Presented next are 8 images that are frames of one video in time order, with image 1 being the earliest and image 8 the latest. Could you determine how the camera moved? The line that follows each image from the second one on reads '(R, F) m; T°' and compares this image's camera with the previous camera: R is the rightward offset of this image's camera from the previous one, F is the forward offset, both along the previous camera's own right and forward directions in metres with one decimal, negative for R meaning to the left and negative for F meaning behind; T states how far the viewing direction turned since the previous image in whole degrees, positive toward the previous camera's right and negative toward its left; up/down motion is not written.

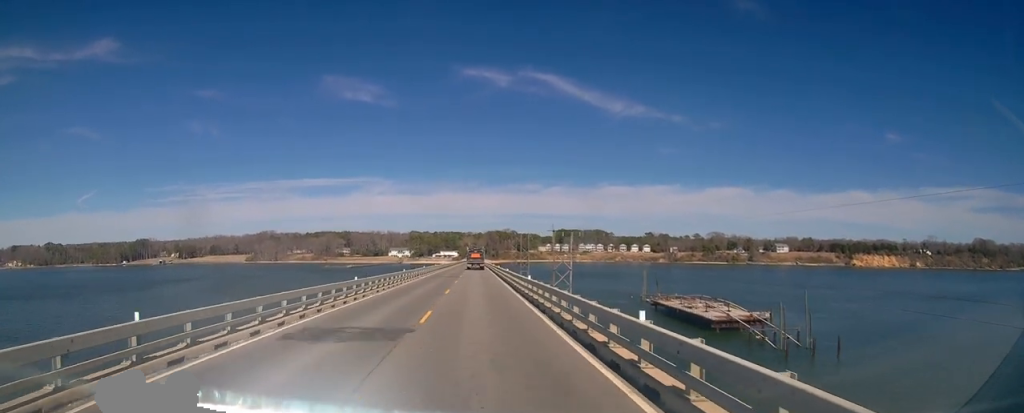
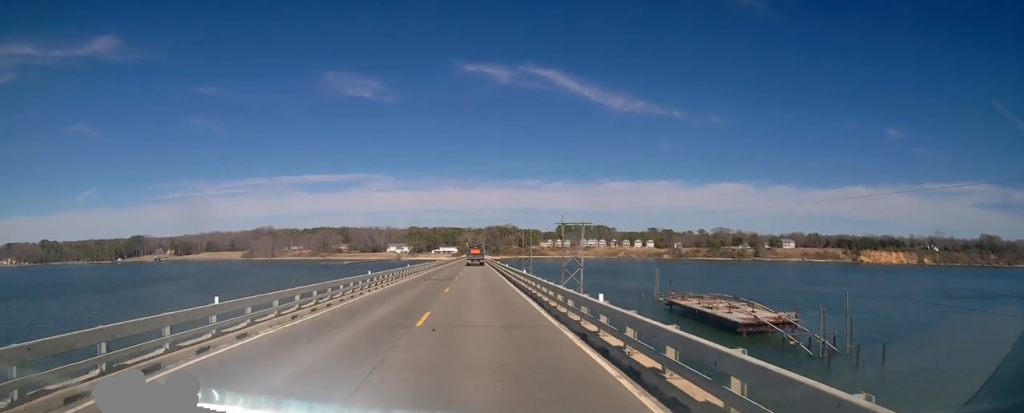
(0.0, +13.7) m; 0°
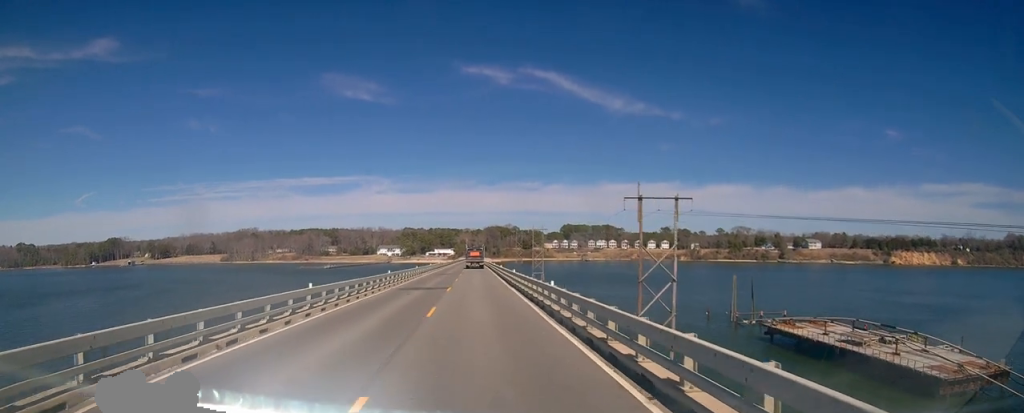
(+0.4, +58.9) m; +1°
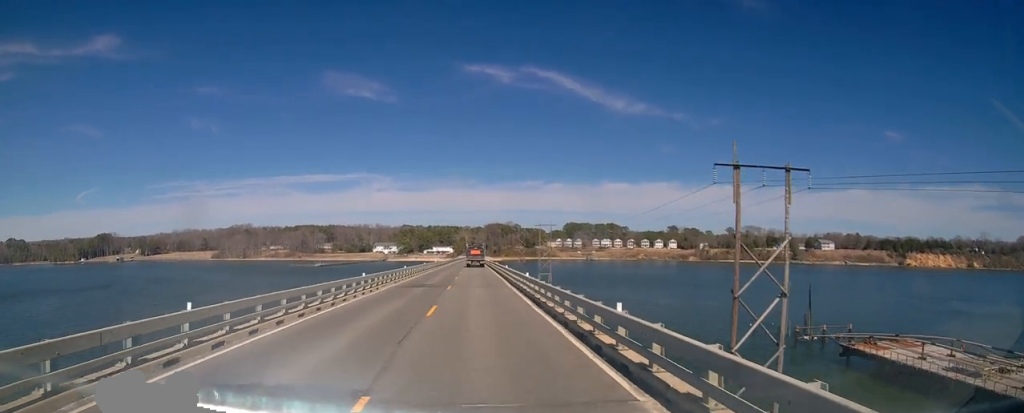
(-0.1, +24.6) m; 0°
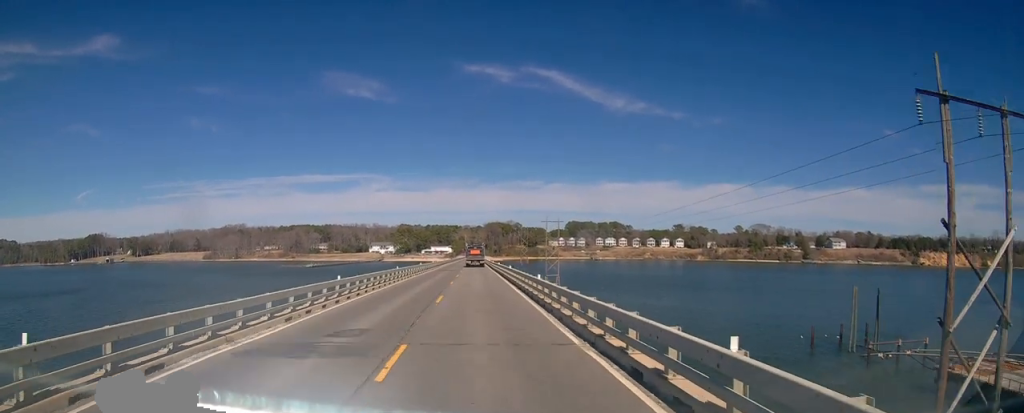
(0.0, +20.6) m; 0°
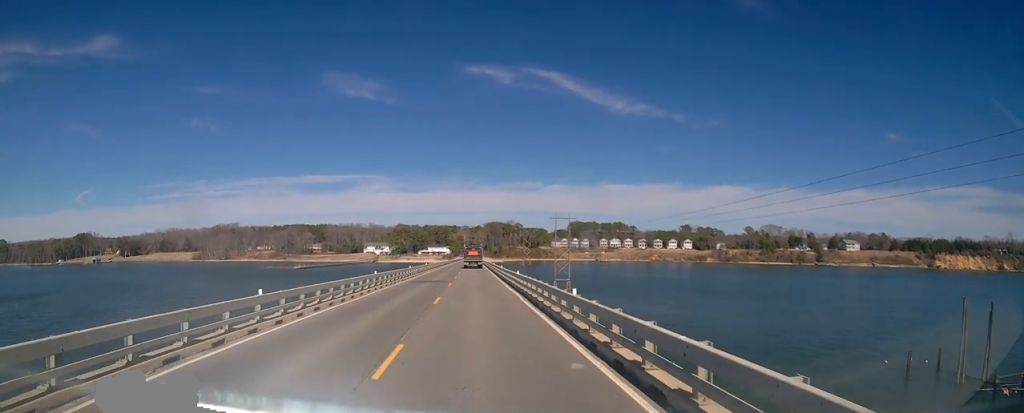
(-0.1, +24.3) m; 0°
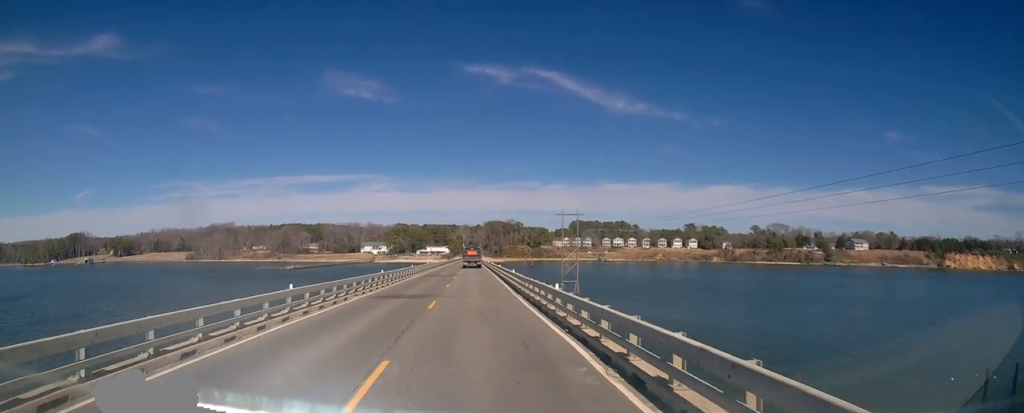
(+0.1, +13.9) m; 0°
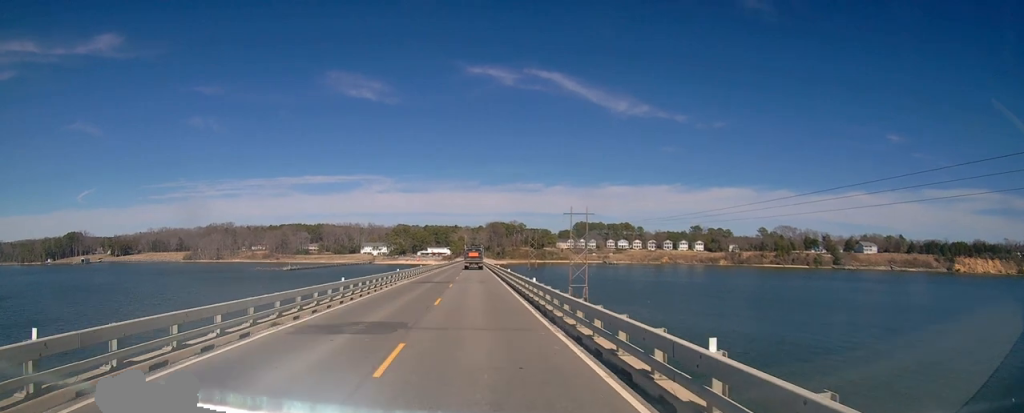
(0.0, +10.3) m; 0°
